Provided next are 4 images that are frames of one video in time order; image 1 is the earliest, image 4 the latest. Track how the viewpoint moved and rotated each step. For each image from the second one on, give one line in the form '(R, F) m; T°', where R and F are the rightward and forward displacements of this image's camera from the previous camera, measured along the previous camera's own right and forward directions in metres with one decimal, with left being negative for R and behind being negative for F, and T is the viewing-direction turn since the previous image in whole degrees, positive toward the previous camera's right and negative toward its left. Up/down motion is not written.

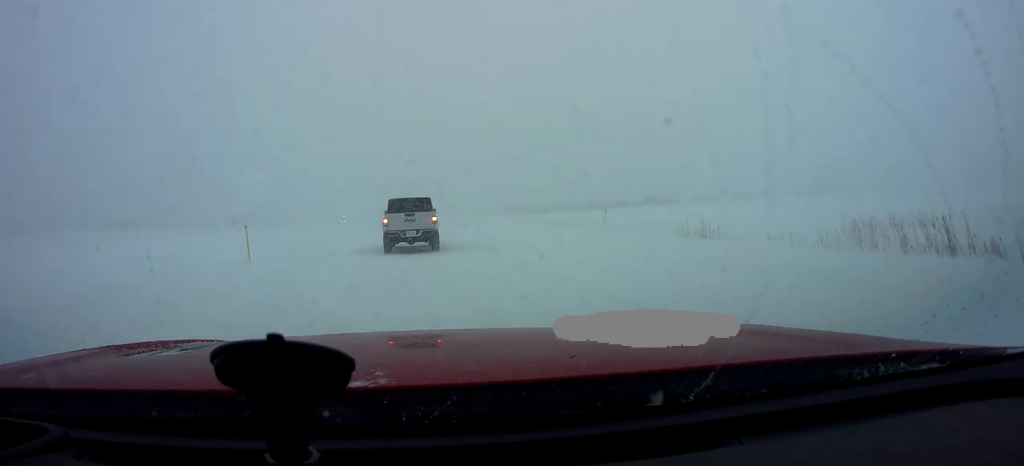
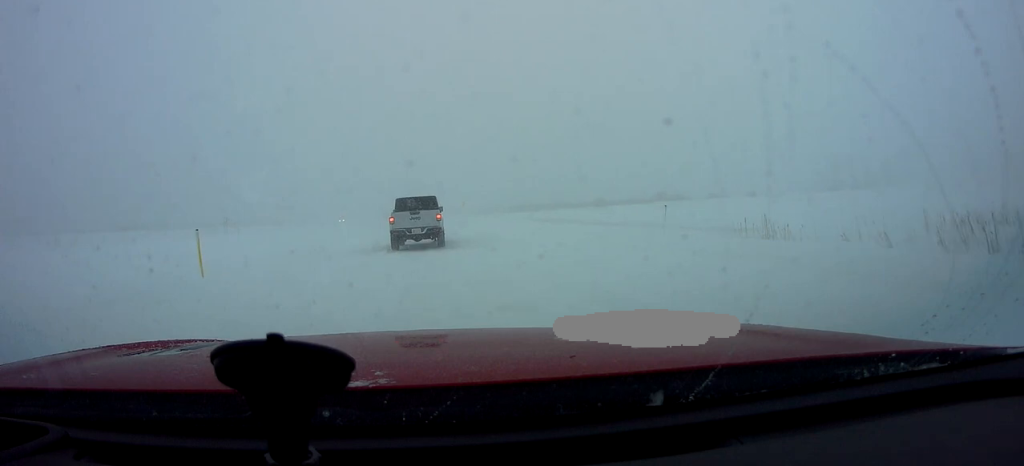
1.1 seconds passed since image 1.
(+0.5, +4.6) m; -1°
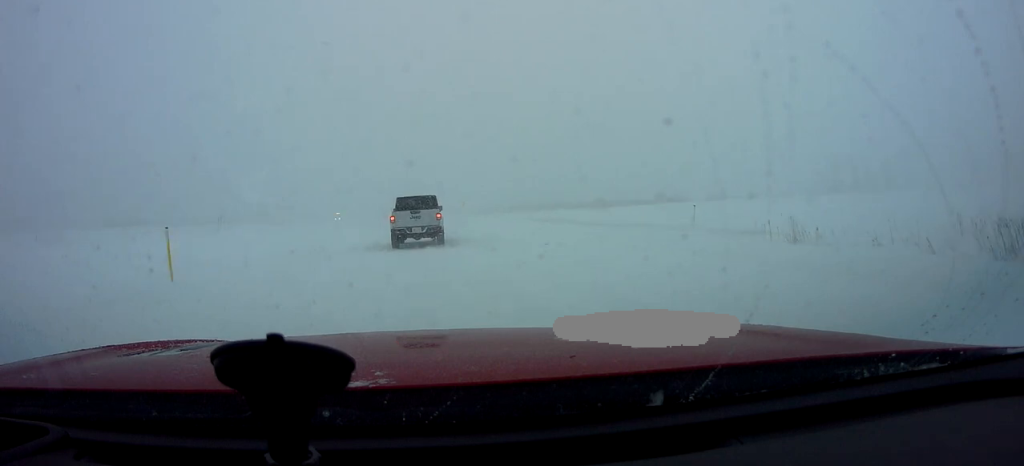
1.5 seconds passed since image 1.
(-0.1, +1.8) m; 0°
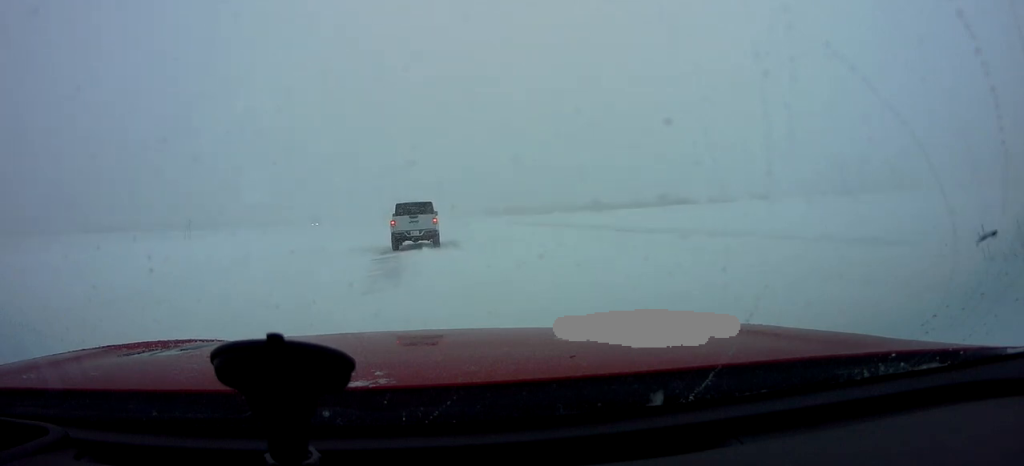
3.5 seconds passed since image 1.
(-0.1, +10.0) m; -1°
